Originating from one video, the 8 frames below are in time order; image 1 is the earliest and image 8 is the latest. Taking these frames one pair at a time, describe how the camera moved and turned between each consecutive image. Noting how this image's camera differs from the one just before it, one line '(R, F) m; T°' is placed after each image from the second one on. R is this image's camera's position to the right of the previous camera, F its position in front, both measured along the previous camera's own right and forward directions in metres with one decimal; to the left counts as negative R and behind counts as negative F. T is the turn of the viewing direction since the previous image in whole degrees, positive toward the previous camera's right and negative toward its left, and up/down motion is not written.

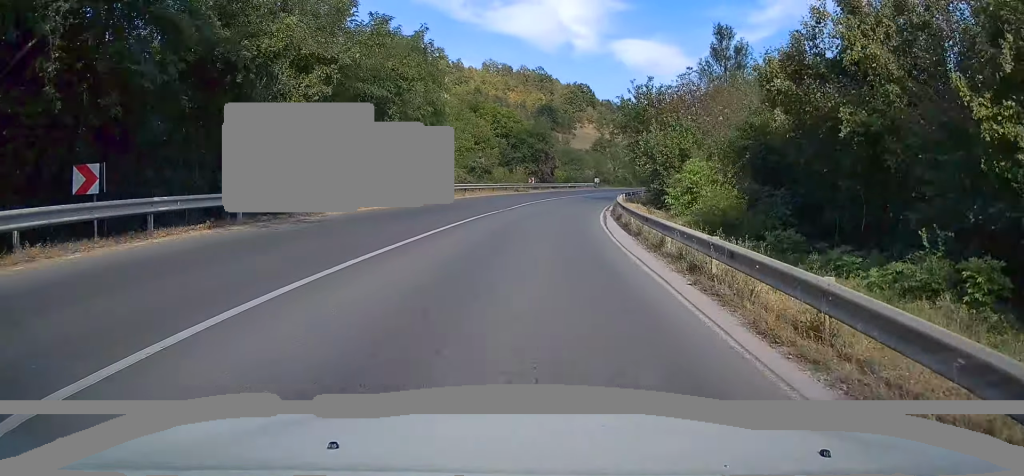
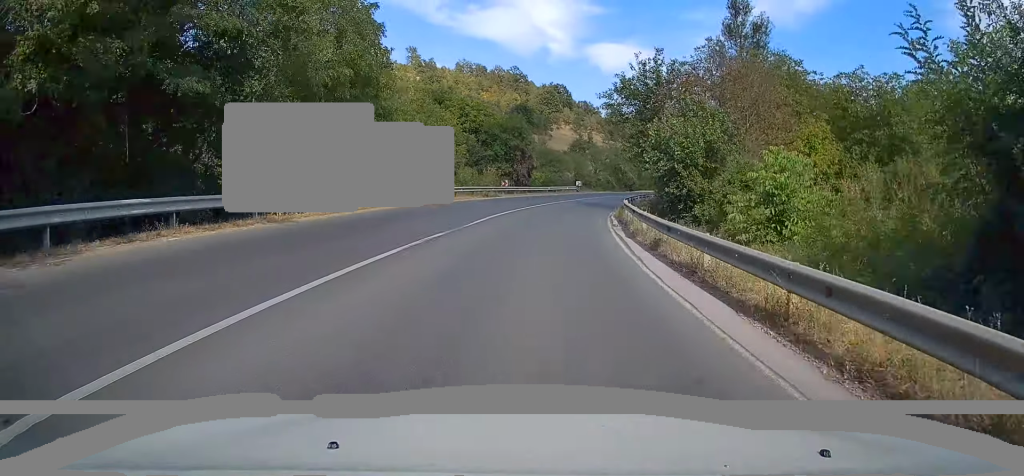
(+0.2, +11.0) m; +3°
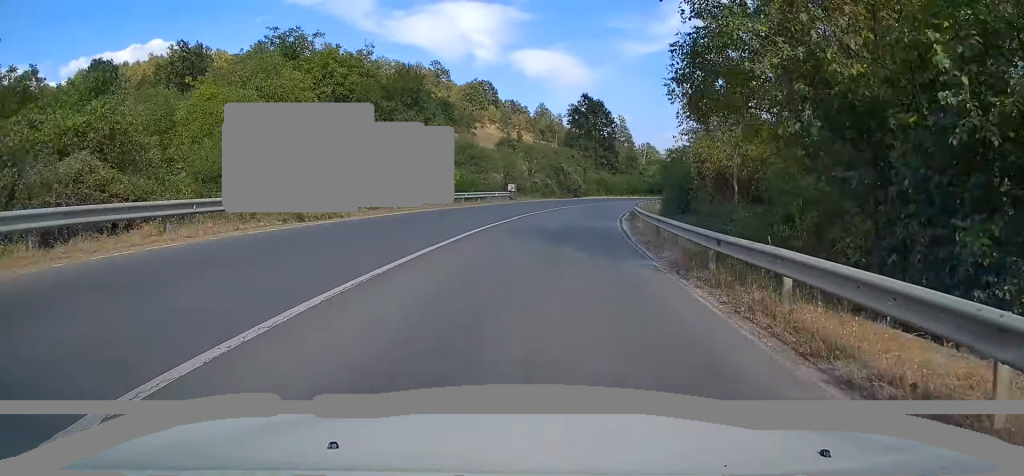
(+1.9, +27.0) m; +7°
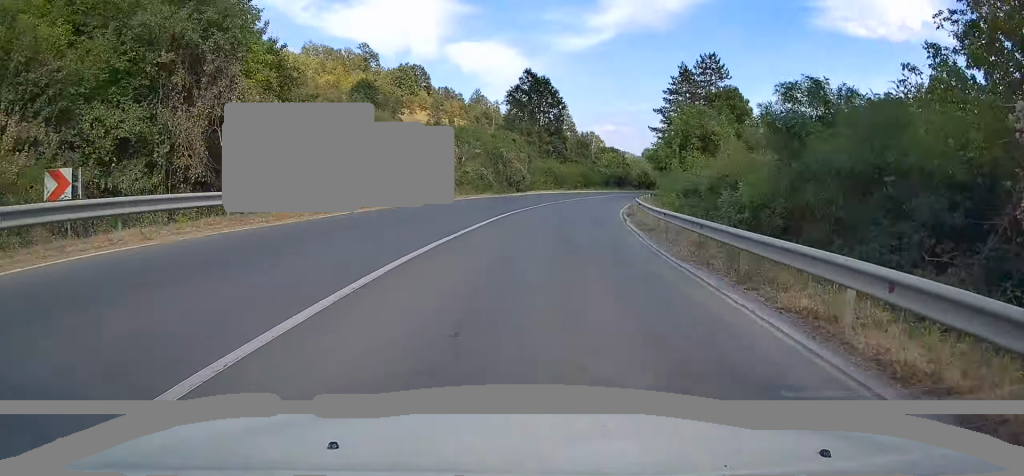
(+1.0, +21.1) m; +5°
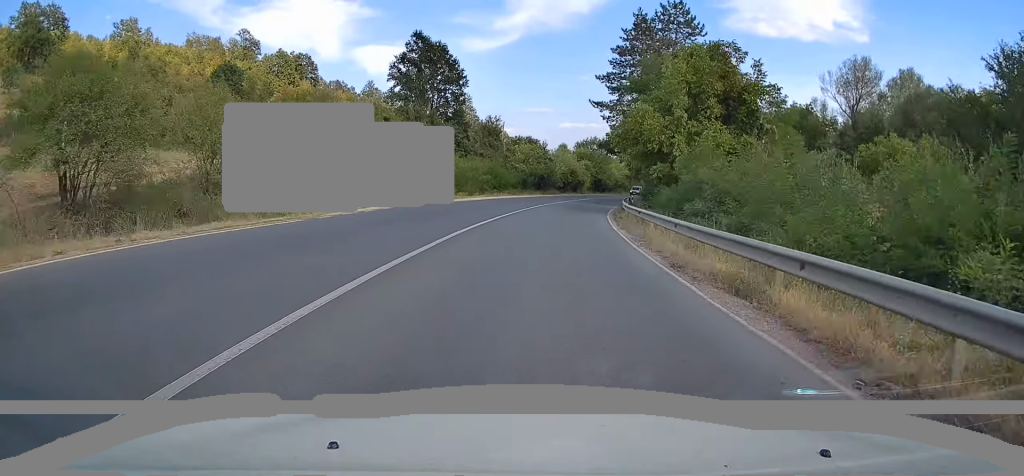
(+2.0, +30.3) m; +8°
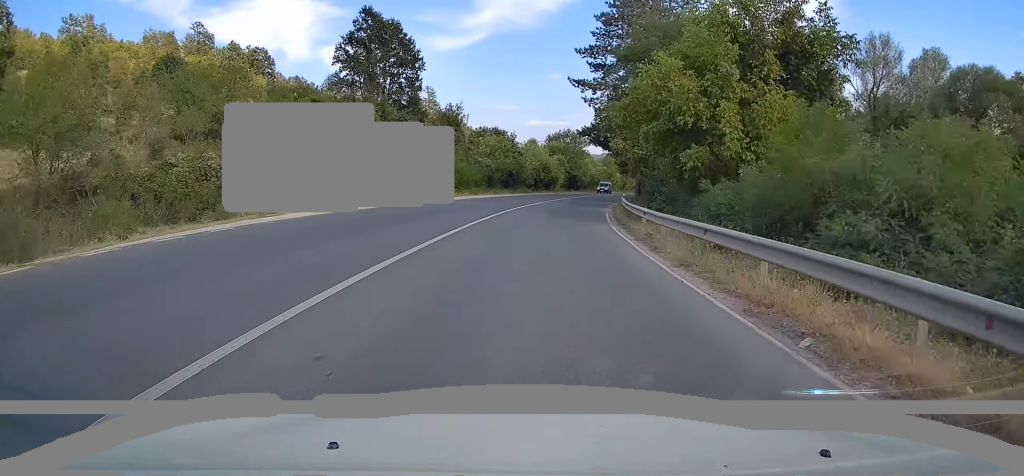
(+0.3, +11.5) m; +3°
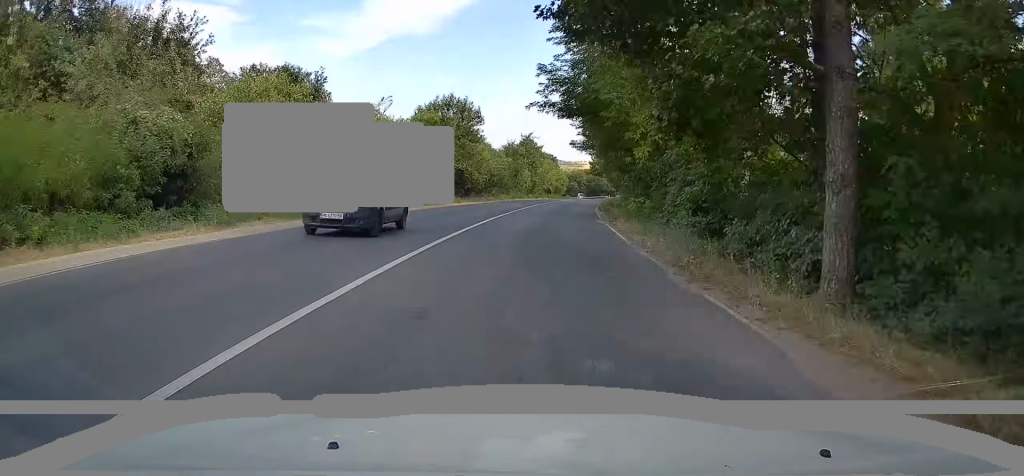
(+4.0, +45.3) m; +10°
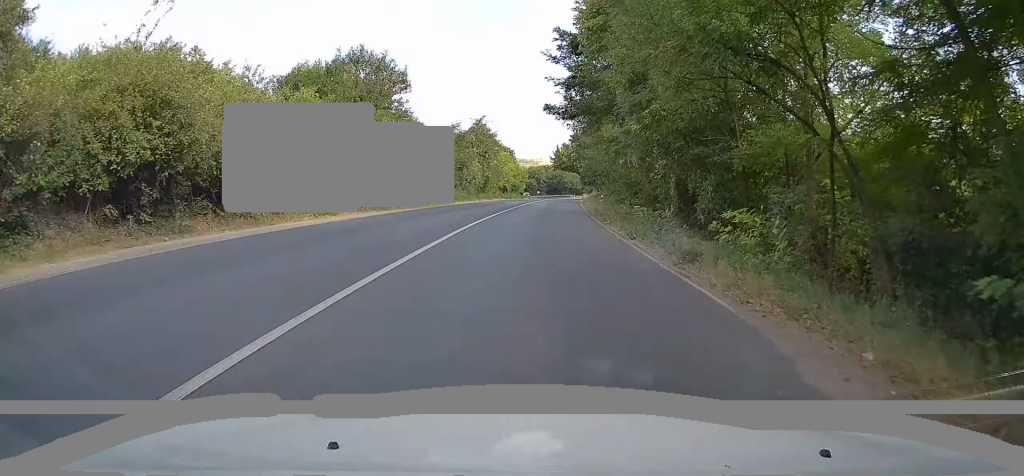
(+1.0, +23.1) m; +4°
